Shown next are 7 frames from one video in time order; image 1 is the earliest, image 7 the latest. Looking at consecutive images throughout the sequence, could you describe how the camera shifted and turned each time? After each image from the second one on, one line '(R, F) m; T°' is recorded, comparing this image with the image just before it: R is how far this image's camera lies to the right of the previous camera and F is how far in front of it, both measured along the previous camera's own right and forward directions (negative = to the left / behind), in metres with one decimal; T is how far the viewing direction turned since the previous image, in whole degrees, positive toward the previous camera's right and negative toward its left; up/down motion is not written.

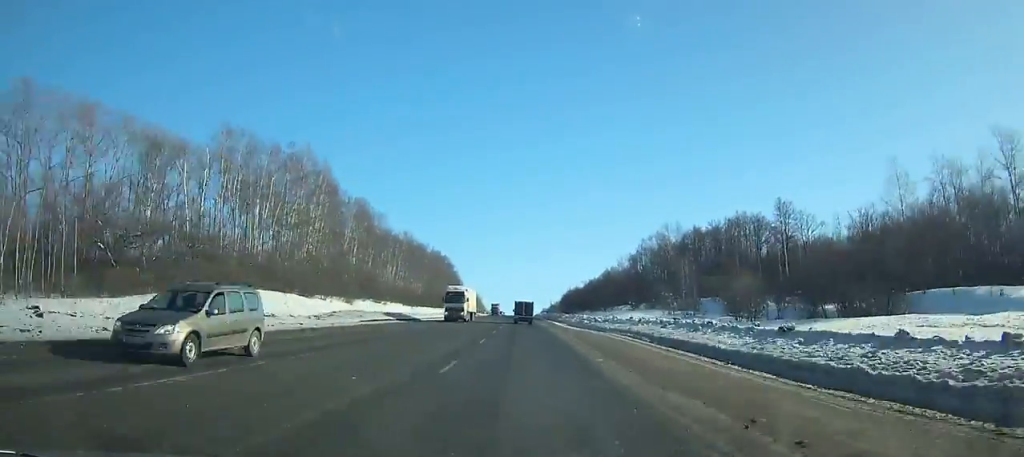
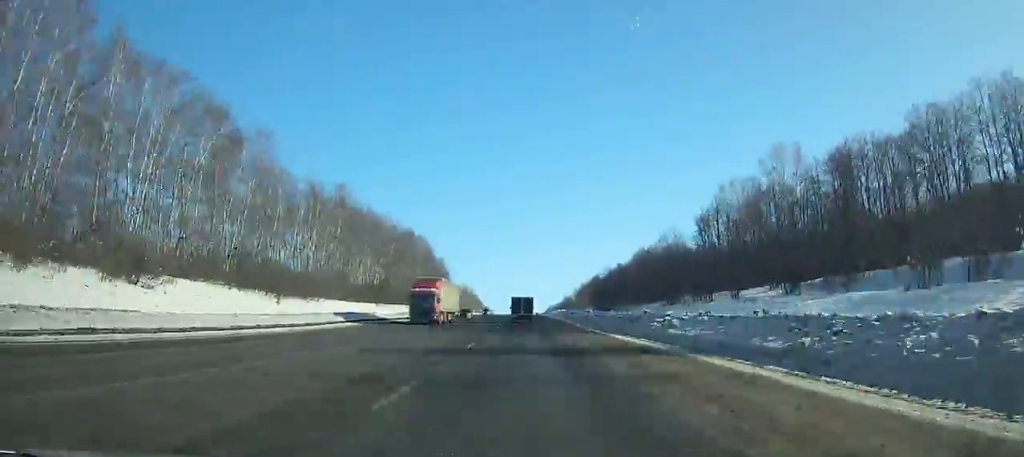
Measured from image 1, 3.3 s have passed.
(+0.1, +76.2) m; 0°
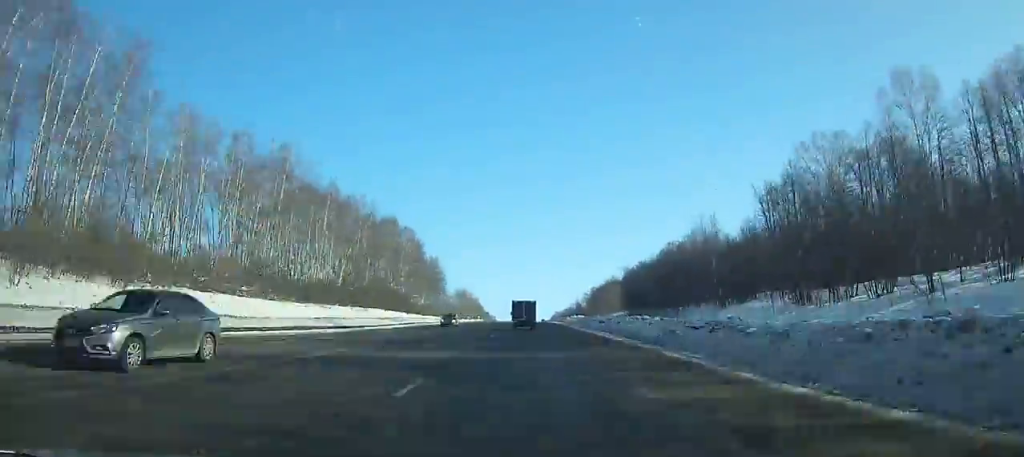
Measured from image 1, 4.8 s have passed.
(-0.2, +33.6) m; 0°
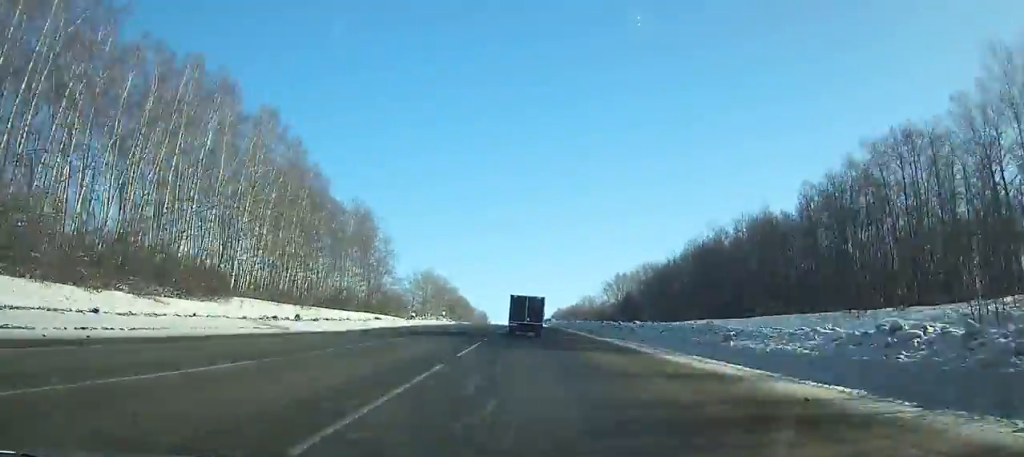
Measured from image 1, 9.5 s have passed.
(-0.3, +102.7) m; 0°
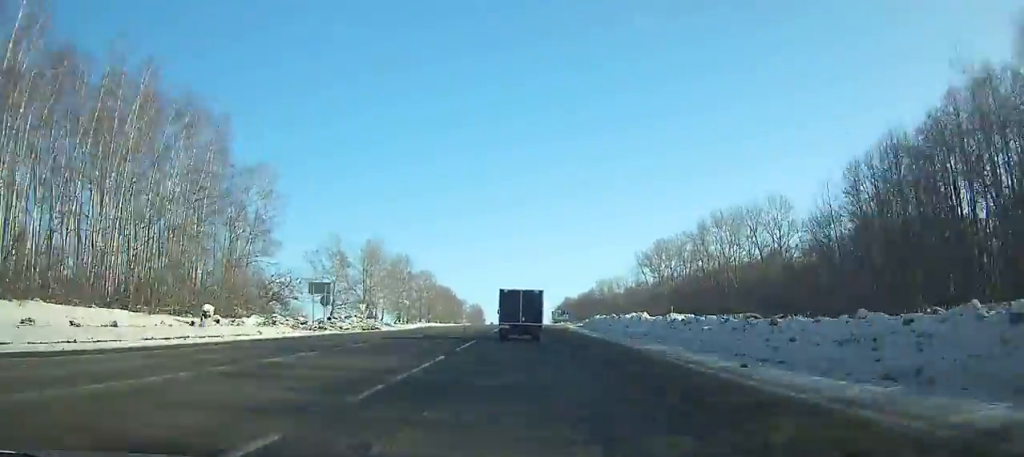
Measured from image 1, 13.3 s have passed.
(-0.4, +78.8) m; -1°
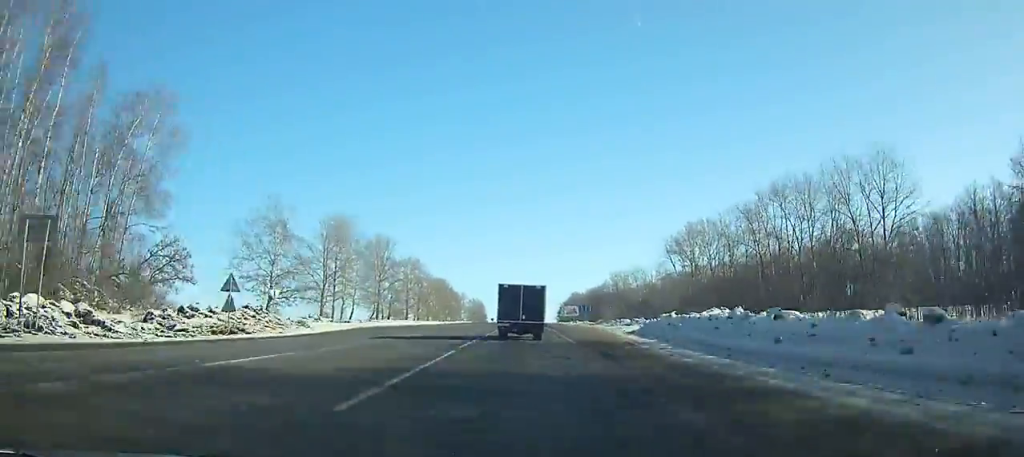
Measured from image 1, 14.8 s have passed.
(-0.3, +30.5) m; 0°
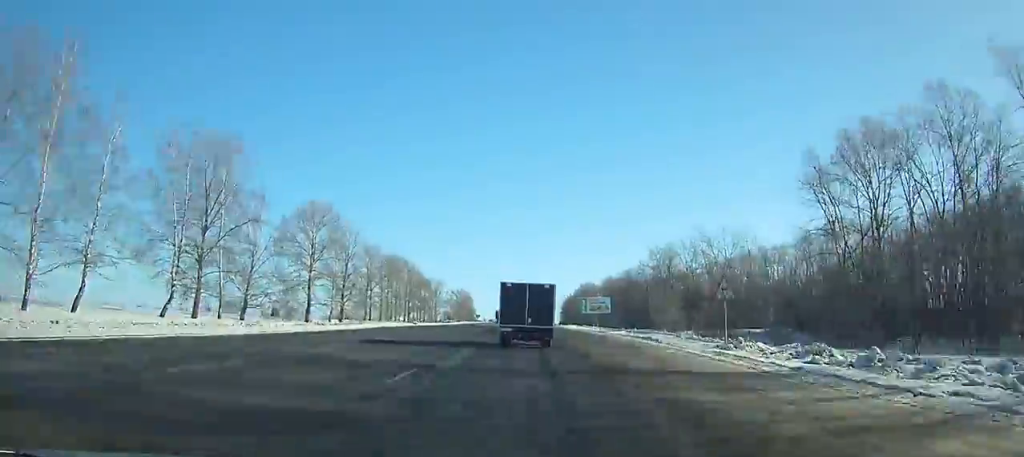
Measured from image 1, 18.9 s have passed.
(+0.2, +83.0) m; 0°
